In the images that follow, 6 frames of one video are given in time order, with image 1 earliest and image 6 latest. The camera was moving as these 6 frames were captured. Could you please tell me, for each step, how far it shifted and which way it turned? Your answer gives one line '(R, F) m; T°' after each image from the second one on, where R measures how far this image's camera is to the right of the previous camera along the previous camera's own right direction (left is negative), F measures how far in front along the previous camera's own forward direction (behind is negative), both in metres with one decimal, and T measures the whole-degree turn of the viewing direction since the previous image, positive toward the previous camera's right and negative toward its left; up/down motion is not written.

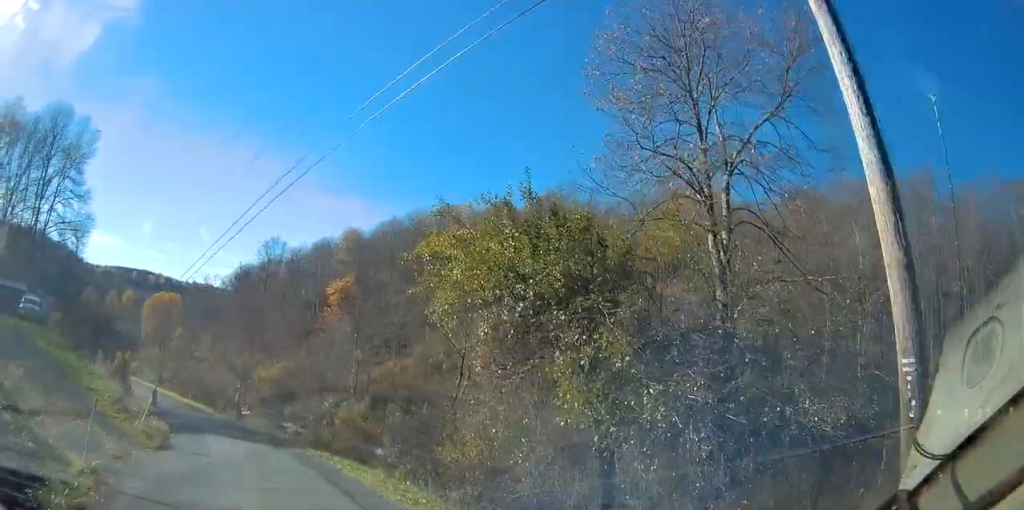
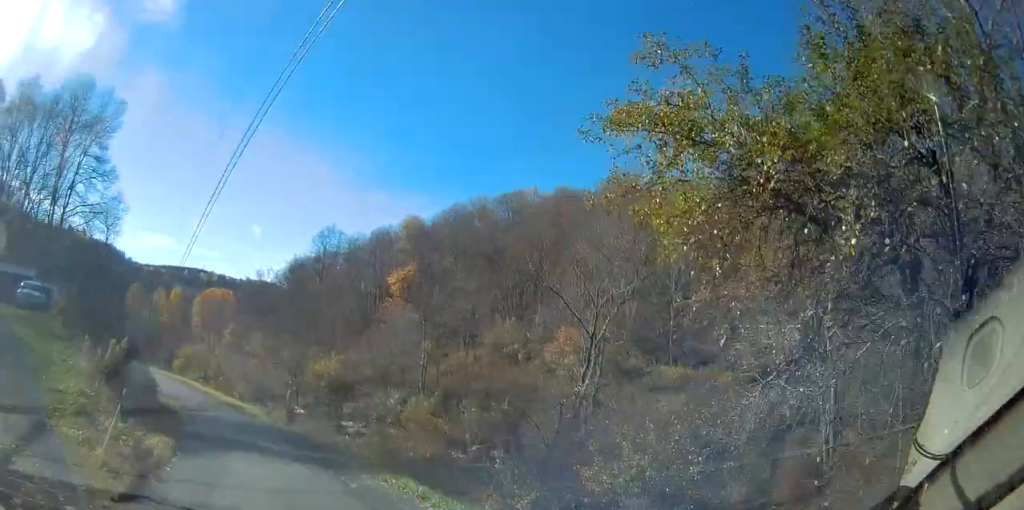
(-0.5, +5.2) m; -12°
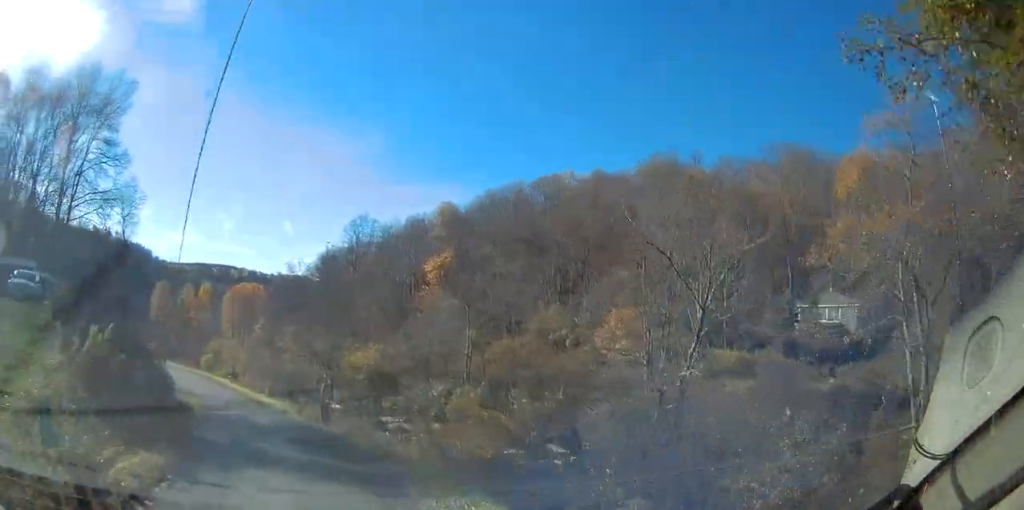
(-0.5, +4.9) m; -4°
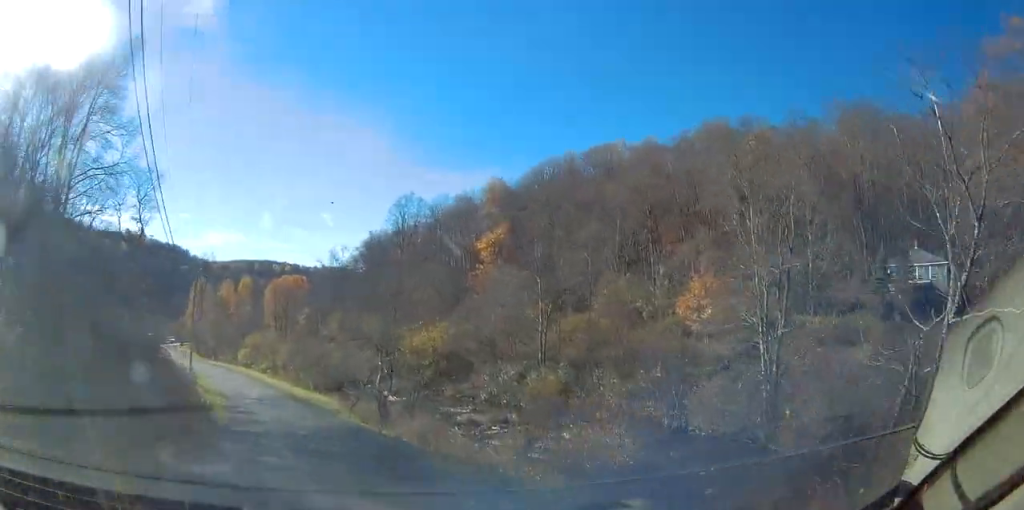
(-0.4, +8.3) m; -4°
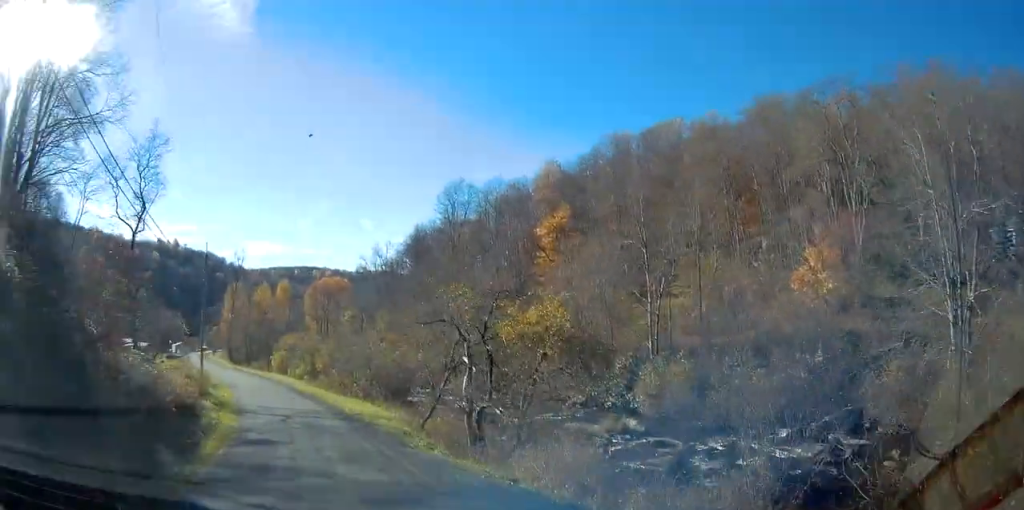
(-0.4, +11.8) m; -4°
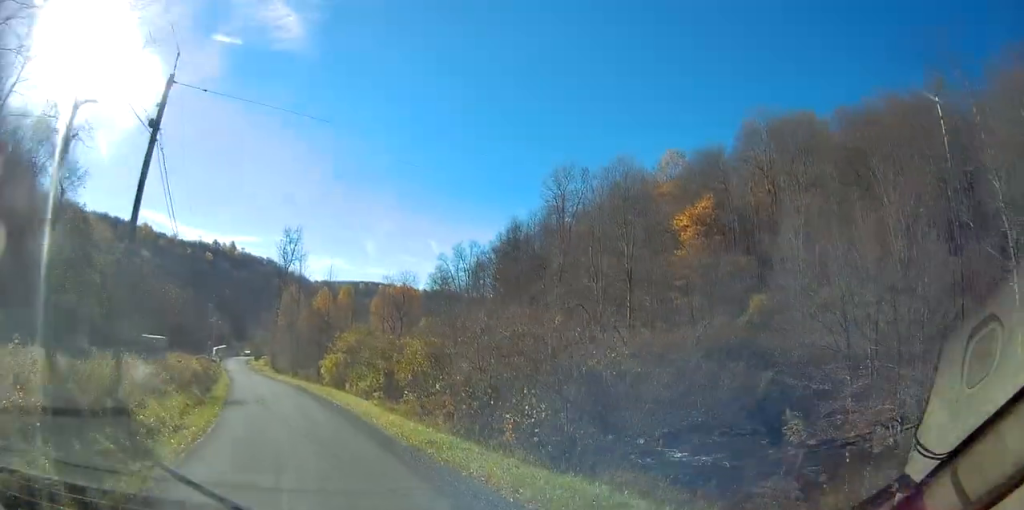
(-1.8, +24.6) m; -7°
